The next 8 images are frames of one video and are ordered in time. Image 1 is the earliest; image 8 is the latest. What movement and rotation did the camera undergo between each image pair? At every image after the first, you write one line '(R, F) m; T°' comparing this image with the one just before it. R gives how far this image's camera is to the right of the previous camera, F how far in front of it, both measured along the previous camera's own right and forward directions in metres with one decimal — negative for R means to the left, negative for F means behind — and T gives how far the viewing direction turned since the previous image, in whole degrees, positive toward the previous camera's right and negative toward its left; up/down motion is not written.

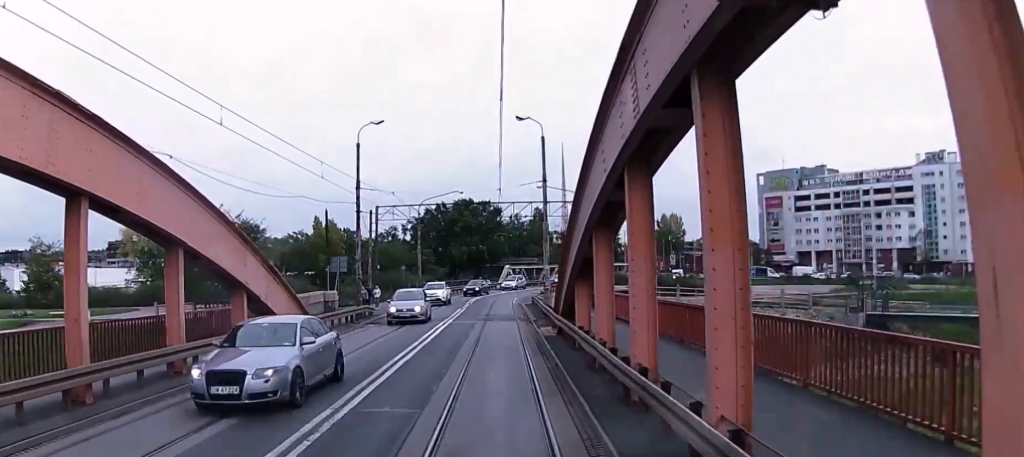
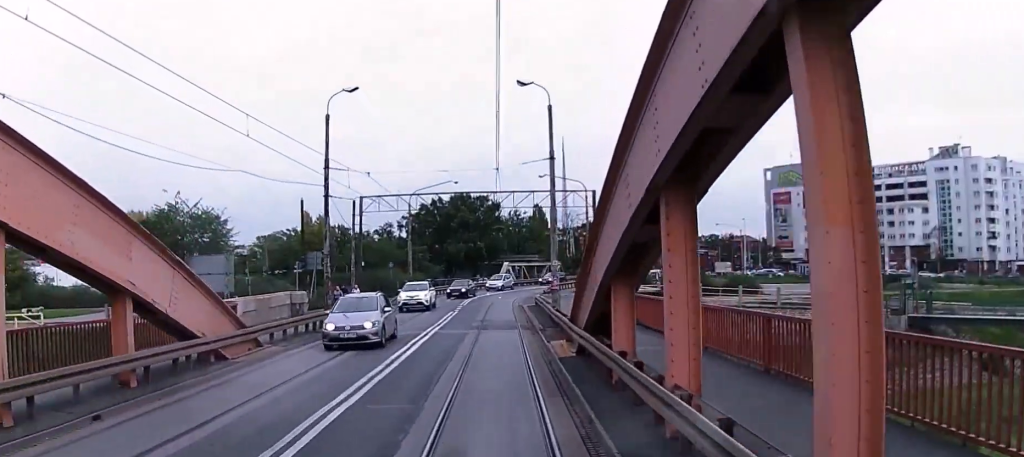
(-0.1, +6.3) m; 0°
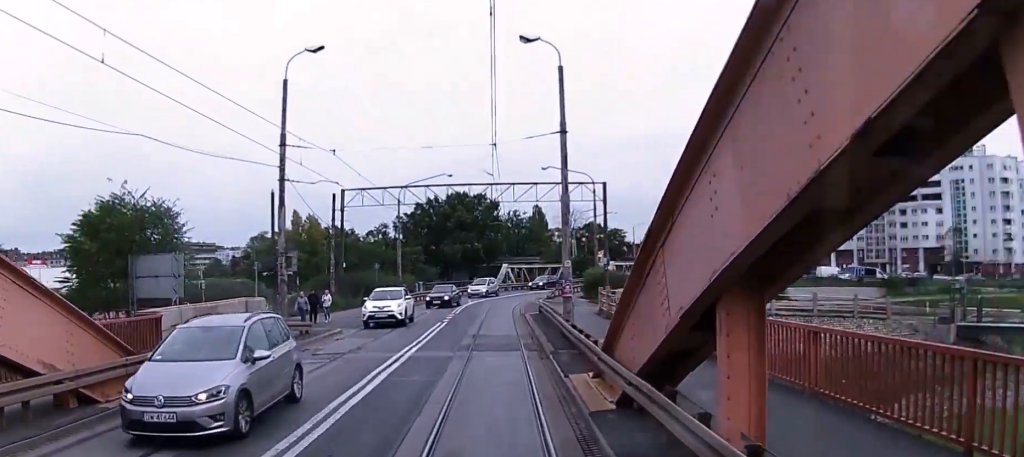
(0.0, +6.1) m; 0°
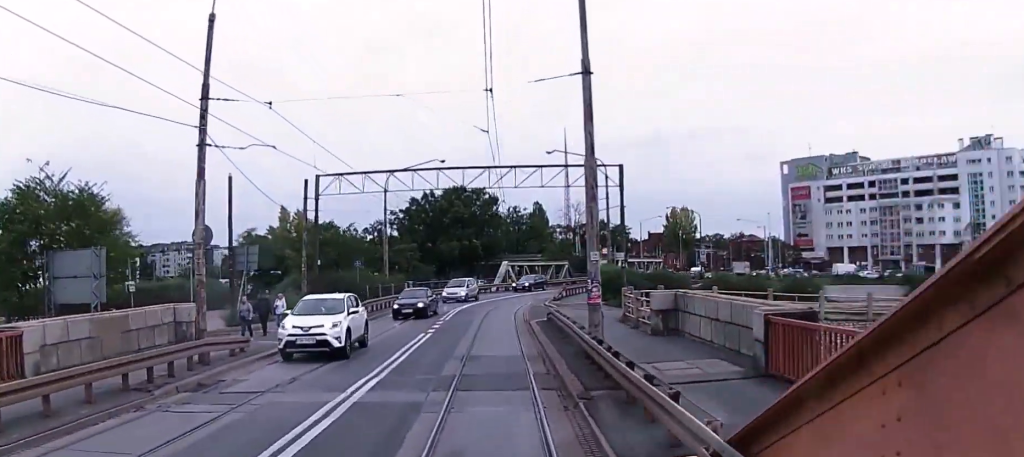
(+0.2, +6.8) m; -1°
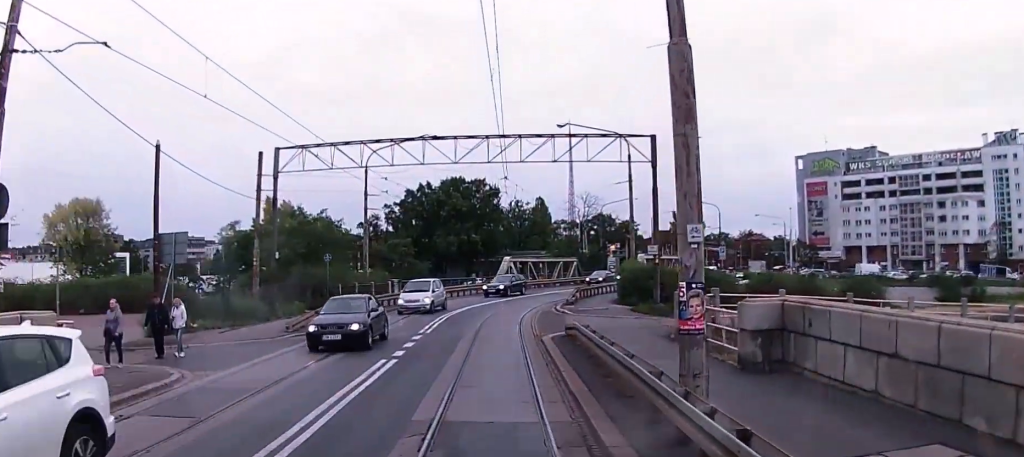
(-0.4, +7.9) m; 0°
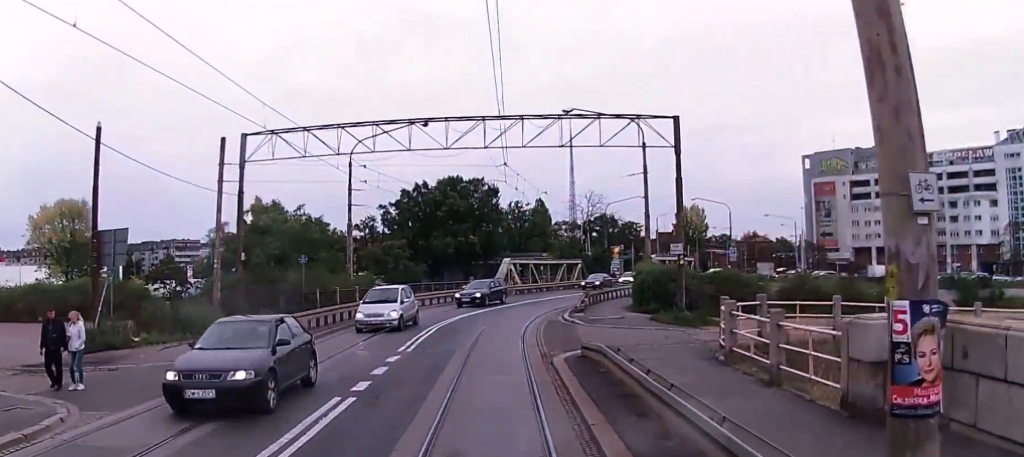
(+0.2, +4.5) m; 0°
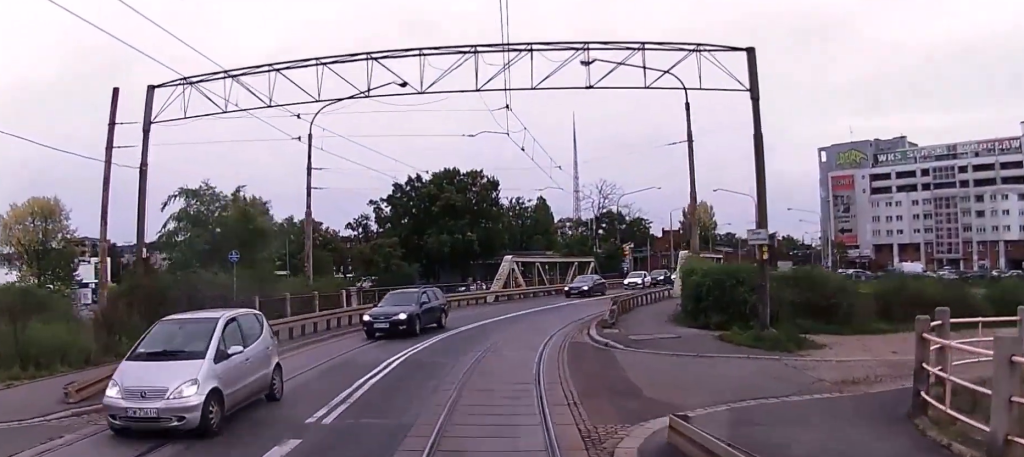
(0.0, +8.7) m; 0°
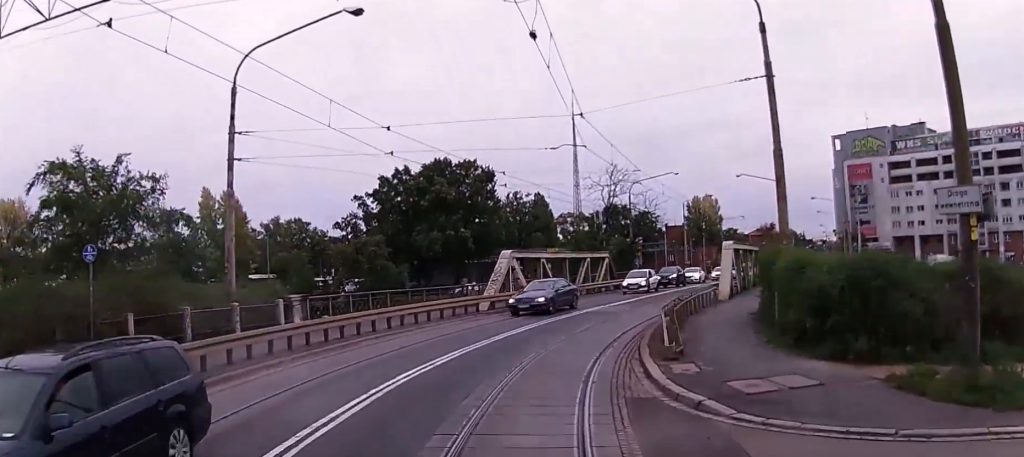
(0.0, +9.0) m; 0°
